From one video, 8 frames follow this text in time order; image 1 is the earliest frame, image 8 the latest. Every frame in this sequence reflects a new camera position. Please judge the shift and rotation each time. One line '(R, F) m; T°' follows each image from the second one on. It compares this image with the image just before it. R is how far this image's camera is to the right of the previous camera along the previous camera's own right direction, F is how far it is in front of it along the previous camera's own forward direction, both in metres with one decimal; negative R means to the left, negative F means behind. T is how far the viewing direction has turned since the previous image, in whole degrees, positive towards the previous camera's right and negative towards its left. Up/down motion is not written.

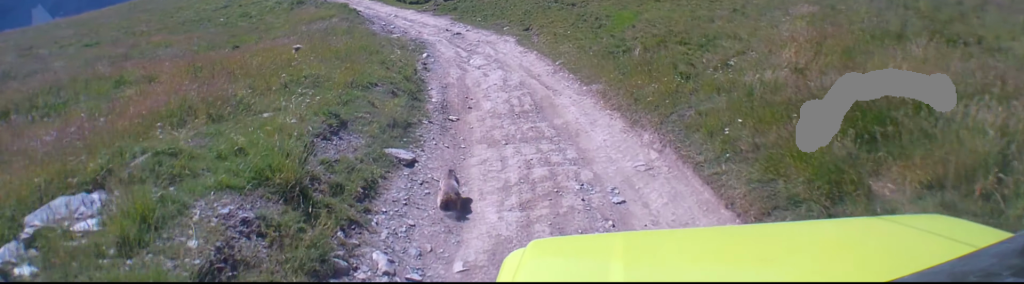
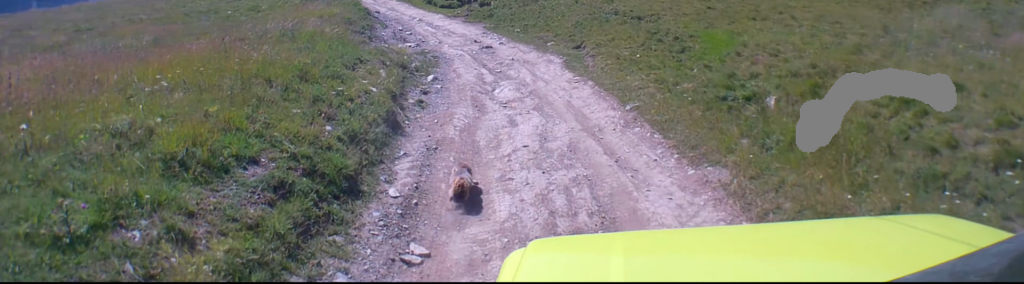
(0.0, +3.9) m; 0°
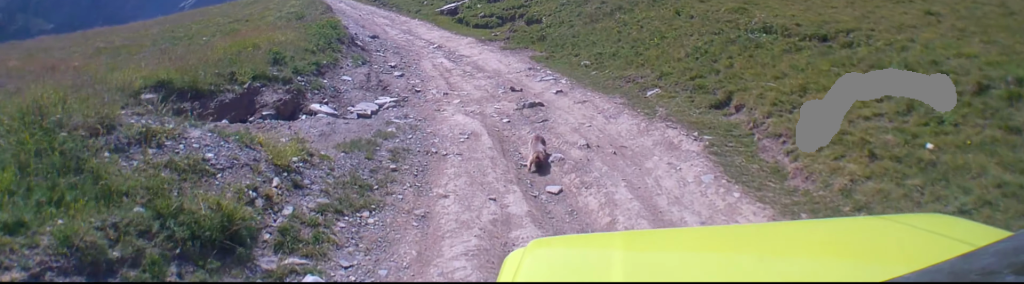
(0.0, +6.6) m; -4°
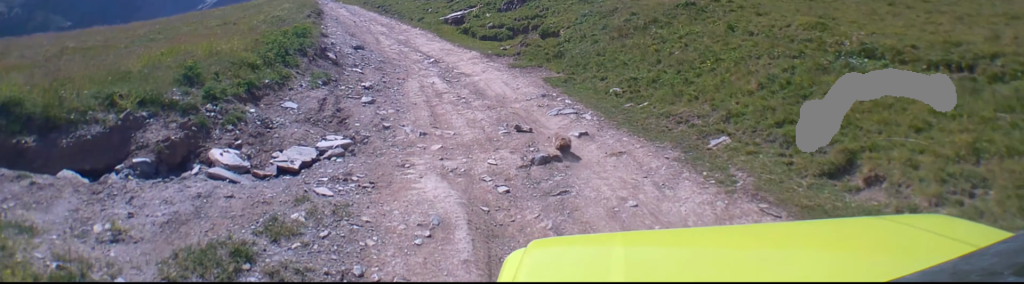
(-0.1, +2.6) m; -7°
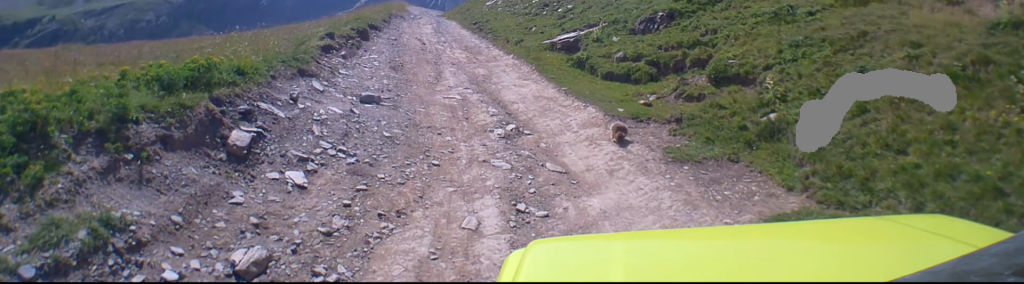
(-0.4, +6.6) m; -4°
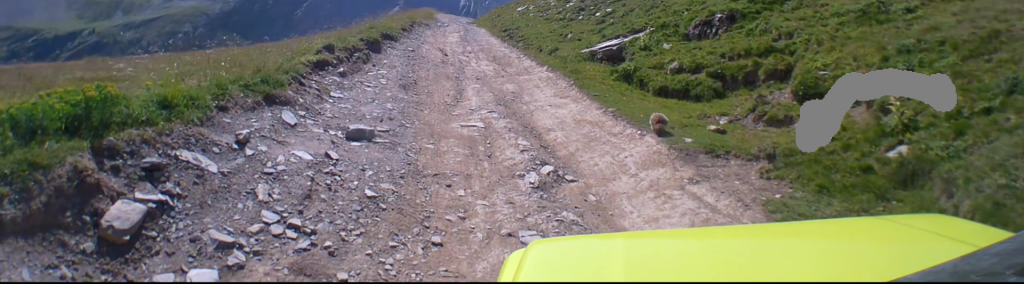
(+0.3, +1.7) m; -3°
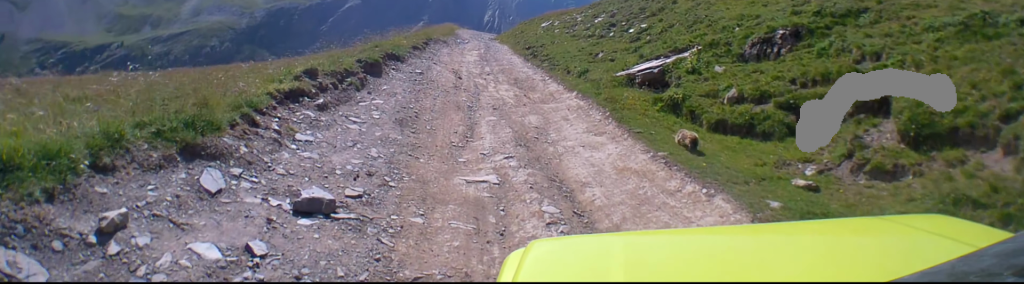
(-0.1, +1.6) m; -5°
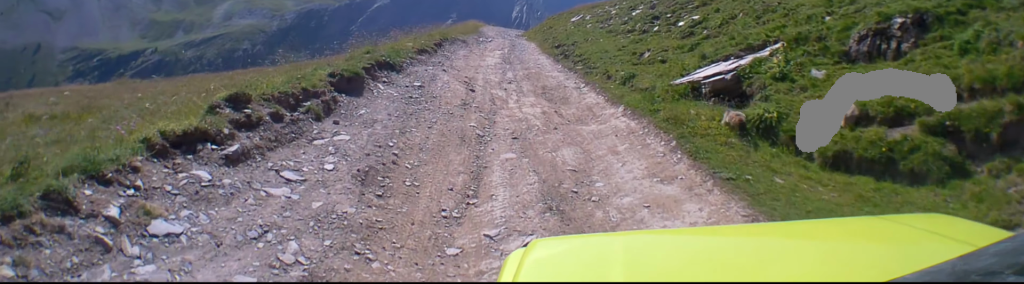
(-0.4, +2.2) m; -9°
